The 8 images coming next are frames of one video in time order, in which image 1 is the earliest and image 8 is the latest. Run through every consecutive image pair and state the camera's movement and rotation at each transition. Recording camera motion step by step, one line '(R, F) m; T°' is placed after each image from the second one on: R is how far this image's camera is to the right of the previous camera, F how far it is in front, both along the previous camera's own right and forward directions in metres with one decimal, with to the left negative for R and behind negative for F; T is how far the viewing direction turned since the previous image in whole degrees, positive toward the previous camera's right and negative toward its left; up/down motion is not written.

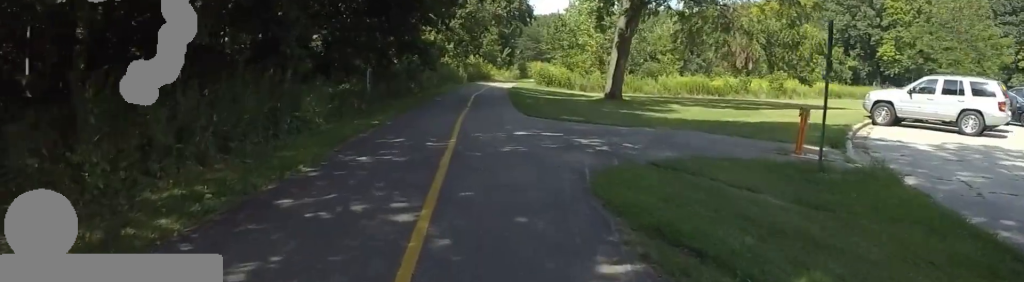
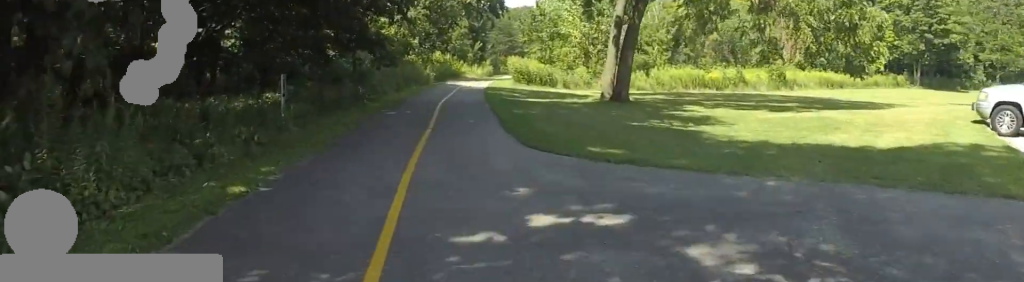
(-0.6, +6.5) m; -5°
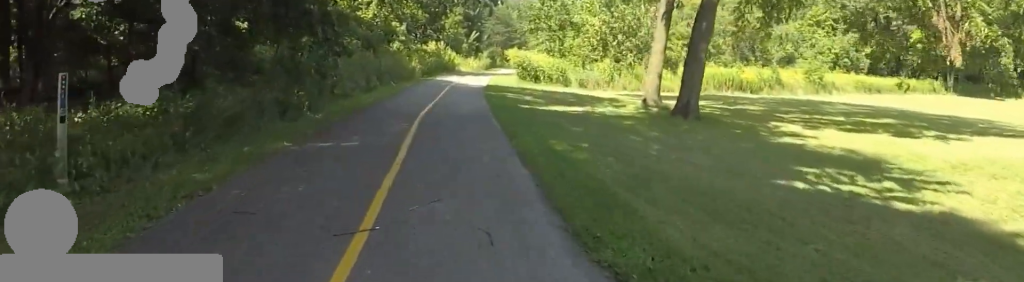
(0.0, +7.8) m; 0°
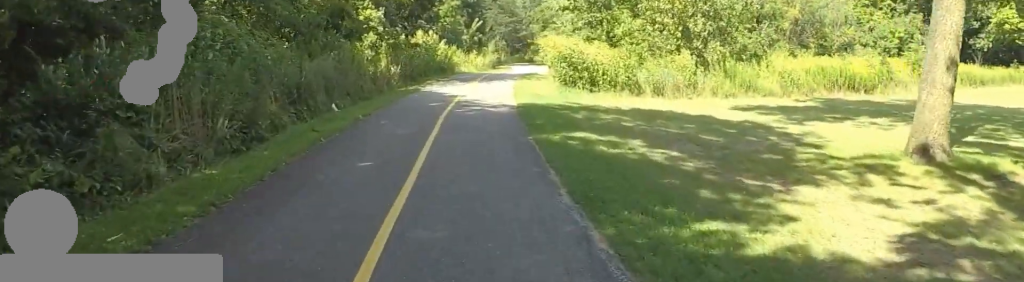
(+1.9, +12.6) m; +14°
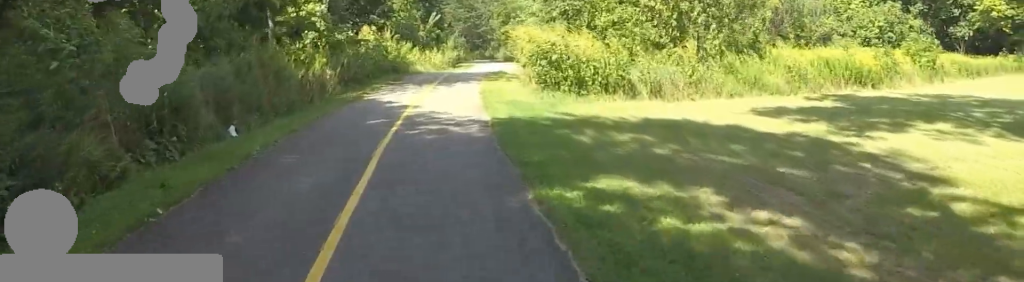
(-0.3, +3.5) m; 0°
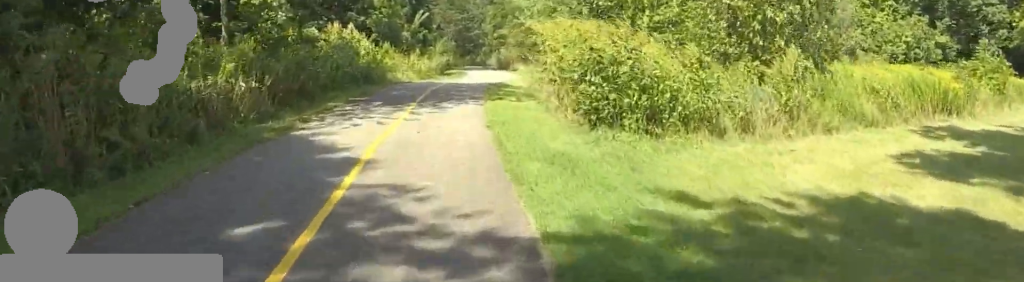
(+0.2, +5.6) m; -3°
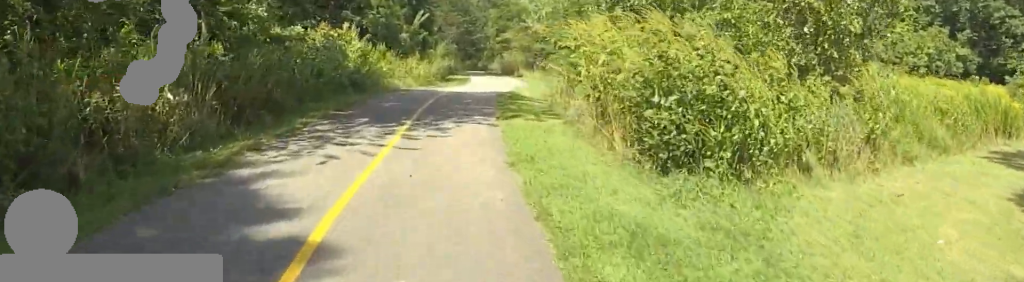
(+0.1, +2.6) m; -2°
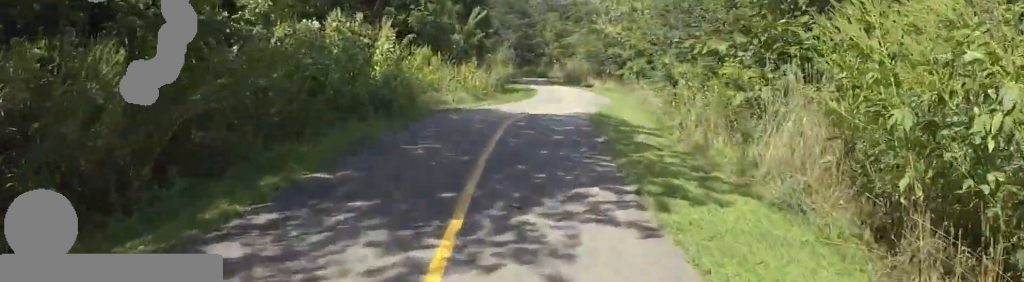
(-0.7, +5.5) m; +2°
